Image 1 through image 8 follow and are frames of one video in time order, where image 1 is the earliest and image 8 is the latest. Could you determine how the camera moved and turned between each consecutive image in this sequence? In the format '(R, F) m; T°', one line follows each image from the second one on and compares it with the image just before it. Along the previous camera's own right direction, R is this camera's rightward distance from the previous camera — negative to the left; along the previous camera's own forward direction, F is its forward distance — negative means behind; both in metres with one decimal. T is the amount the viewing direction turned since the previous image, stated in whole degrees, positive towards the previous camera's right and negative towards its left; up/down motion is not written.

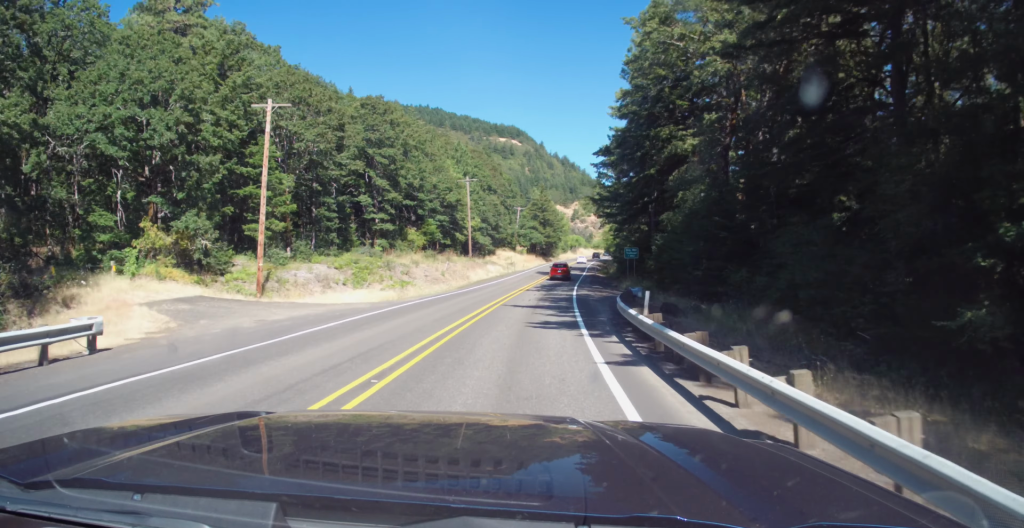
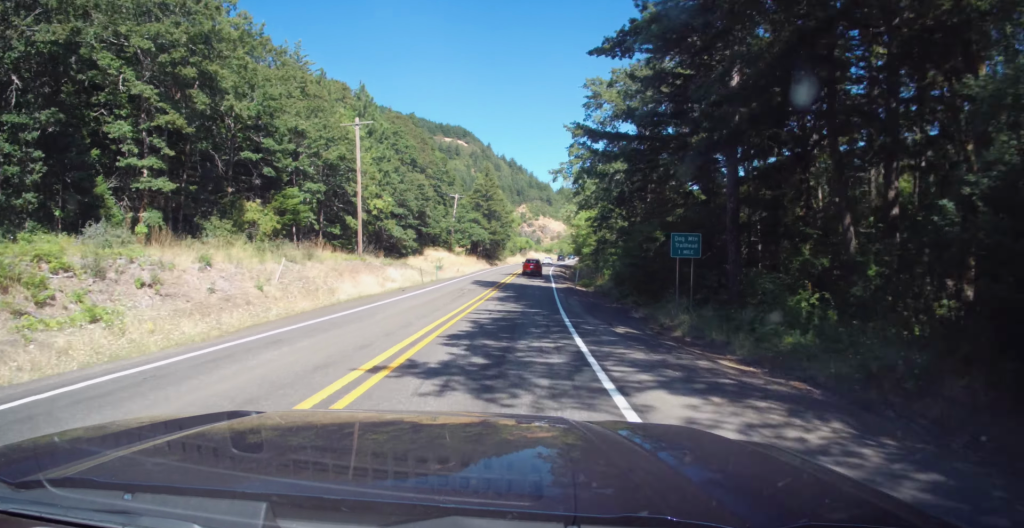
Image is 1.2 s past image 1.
(+2.5, +32.5) m; +7°
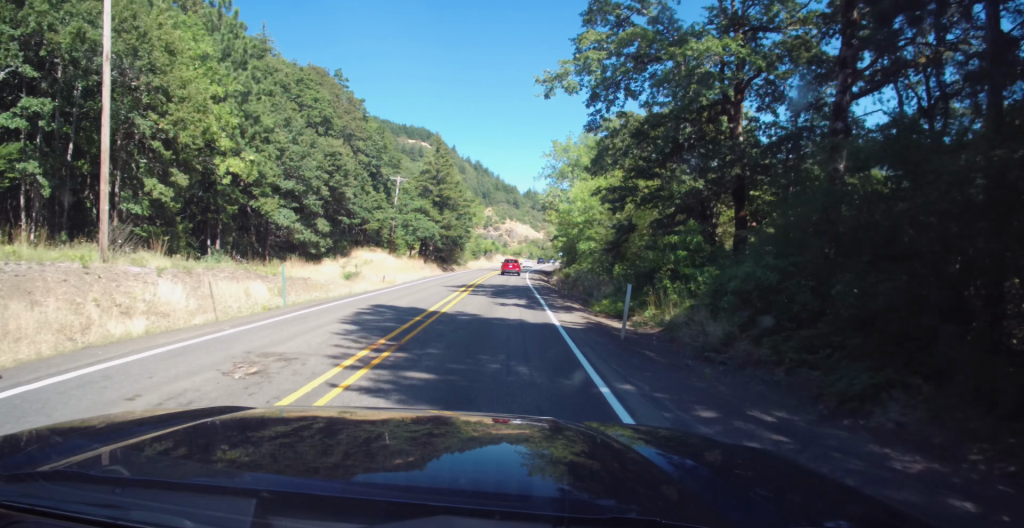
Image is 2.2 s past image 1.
(+1.2, +27.1) m; +3°
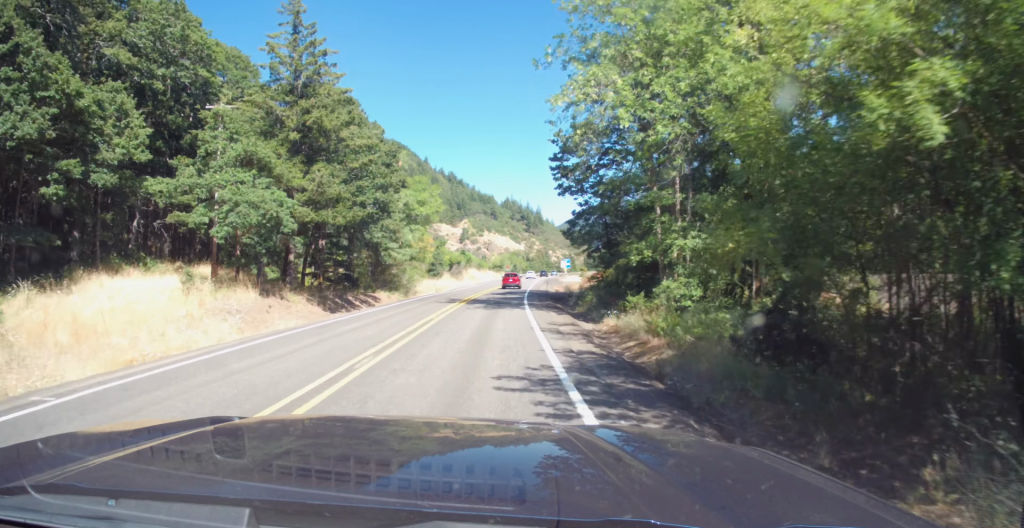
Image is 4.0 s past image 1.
(0.0, +46.8) m; 0°
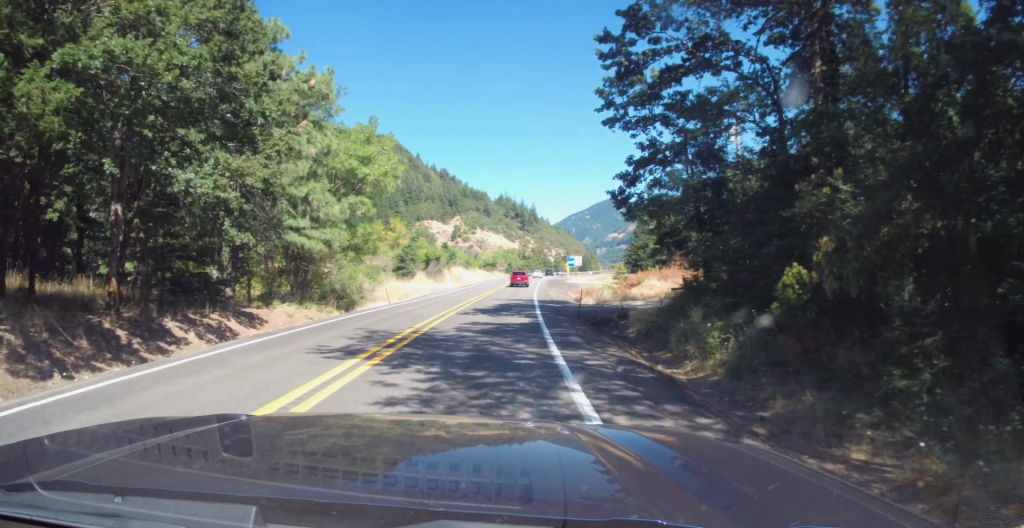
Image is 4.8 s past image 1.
(0.0, +22.8) m; +1°
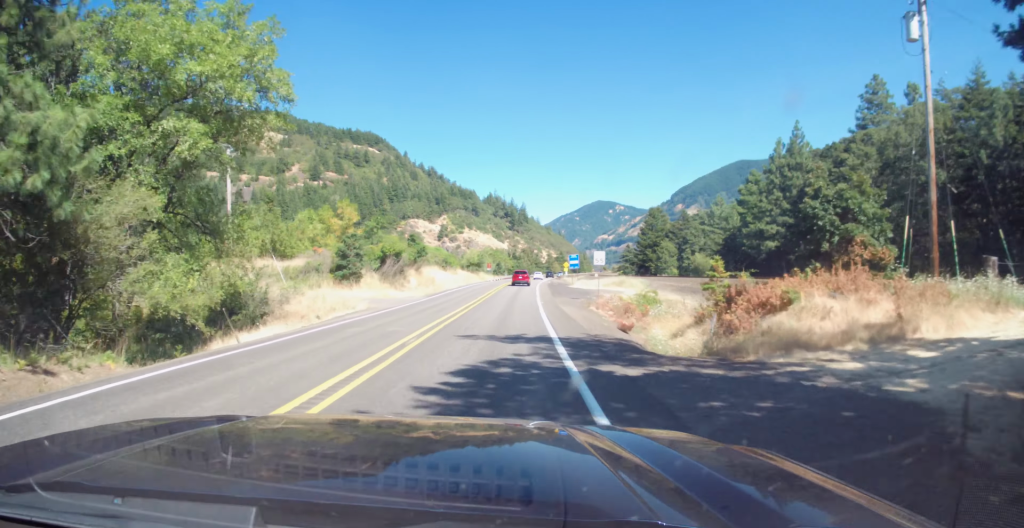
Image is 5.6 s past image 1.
(+0.3, +21.3) m; +2°
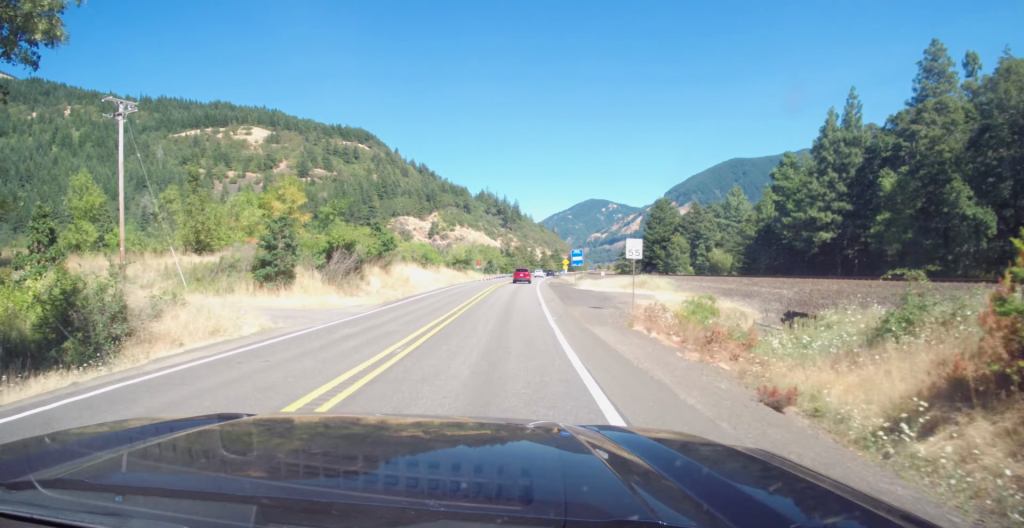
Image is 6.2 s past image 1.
(+0.1, +14.6) m; +1°
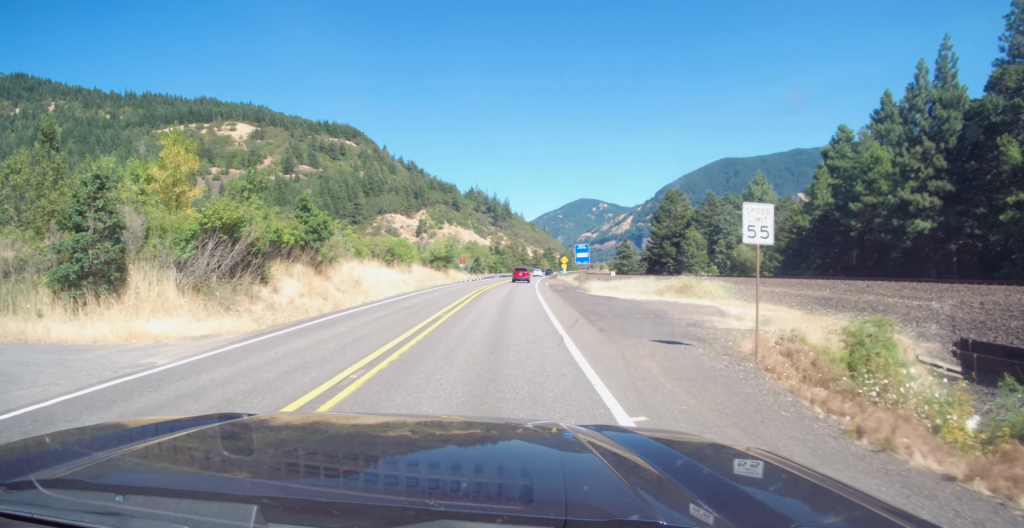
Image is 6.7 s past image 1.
(+0.3, +15.5) m; +1°
